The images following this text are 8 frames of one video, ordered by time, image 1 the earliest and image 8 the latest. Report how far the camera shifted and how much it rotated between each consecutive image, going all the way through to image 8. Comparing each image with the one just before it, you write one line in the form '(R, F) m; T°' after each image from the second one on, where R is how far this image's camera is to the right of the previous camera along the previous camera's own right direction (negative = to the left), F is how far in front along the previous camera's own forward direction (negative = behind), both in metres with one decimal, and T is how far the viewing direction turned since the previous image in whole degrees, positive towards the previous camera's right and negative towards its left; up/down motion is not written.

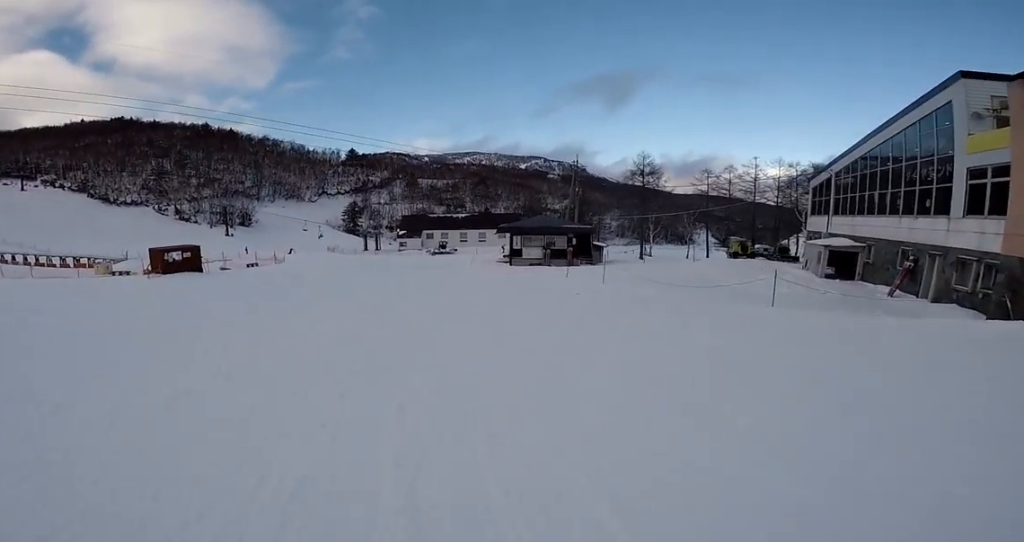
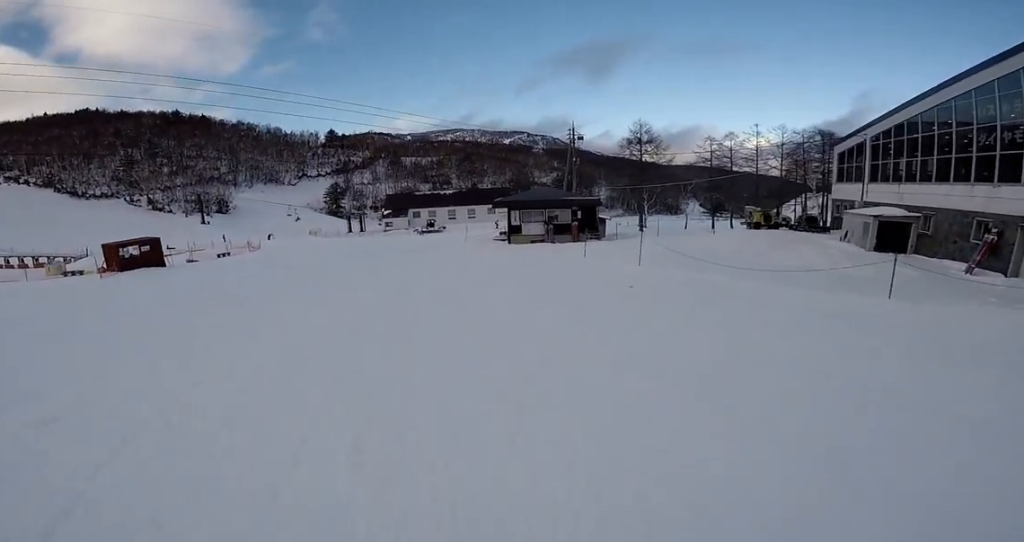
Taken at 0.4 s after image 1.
(+0.4, +3.7) m; 0°
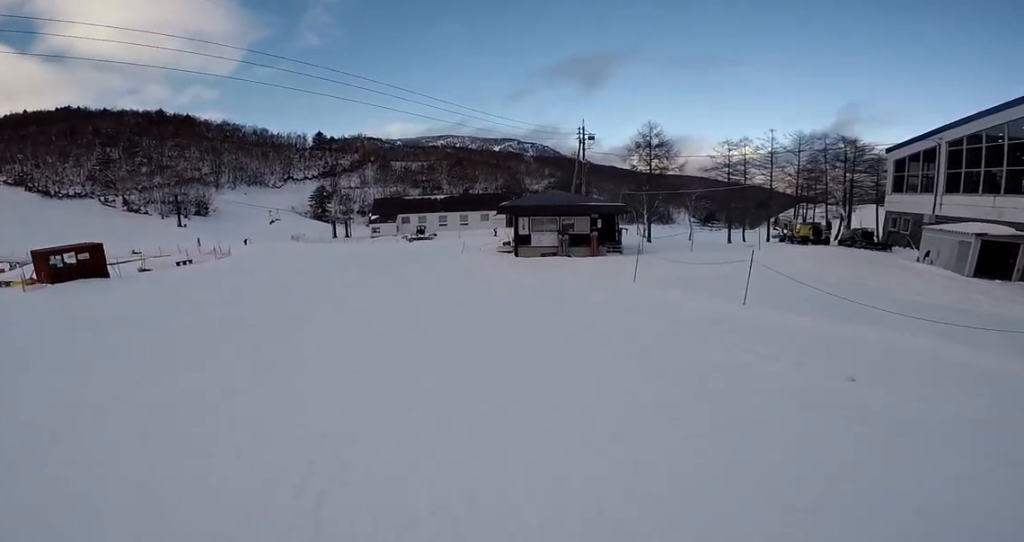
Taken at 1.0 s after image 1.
(-0.6, +5.2) m; -4°
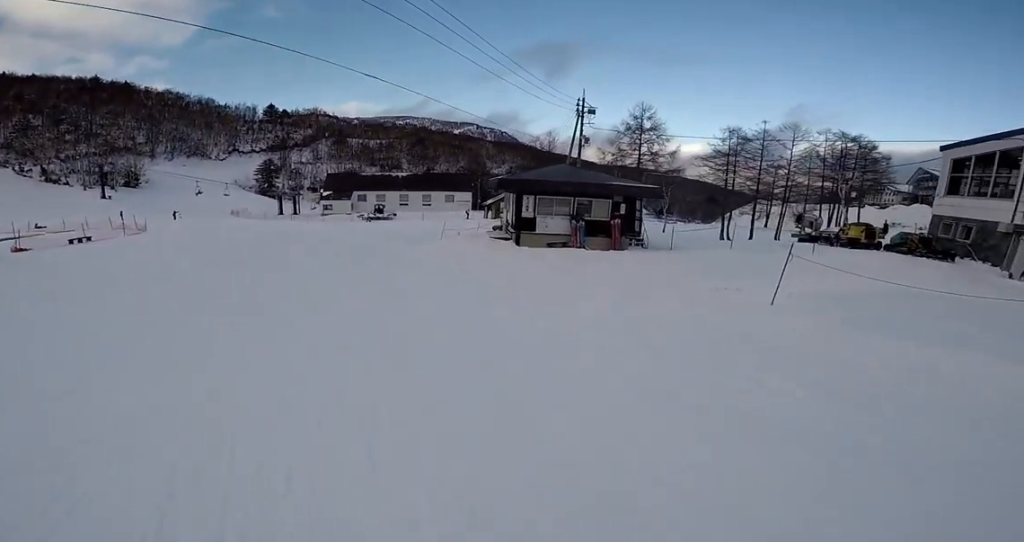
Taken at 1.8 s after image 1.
(-0.3, +6.8) m; 0°
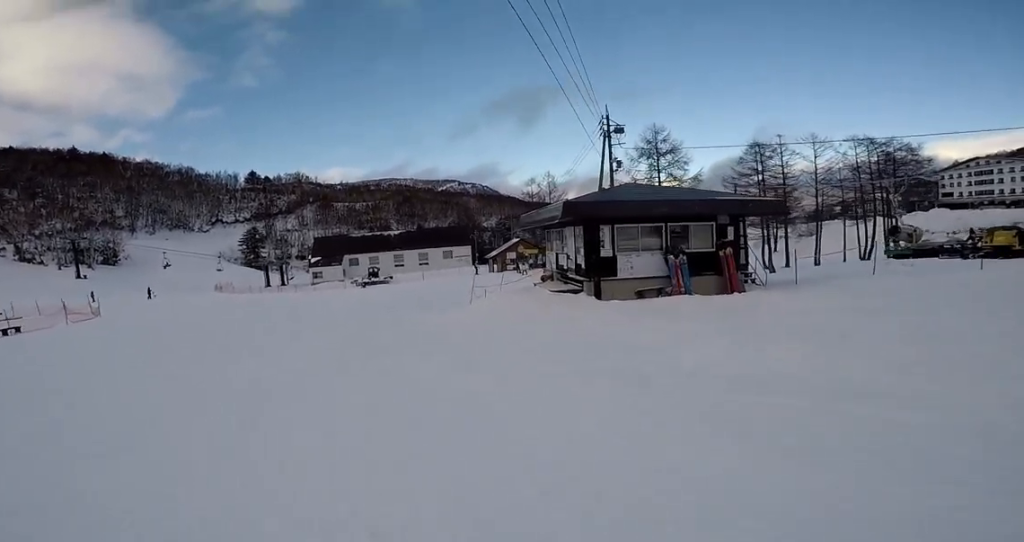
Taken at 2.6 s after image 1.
(+0.1, +6.8) m; +7°
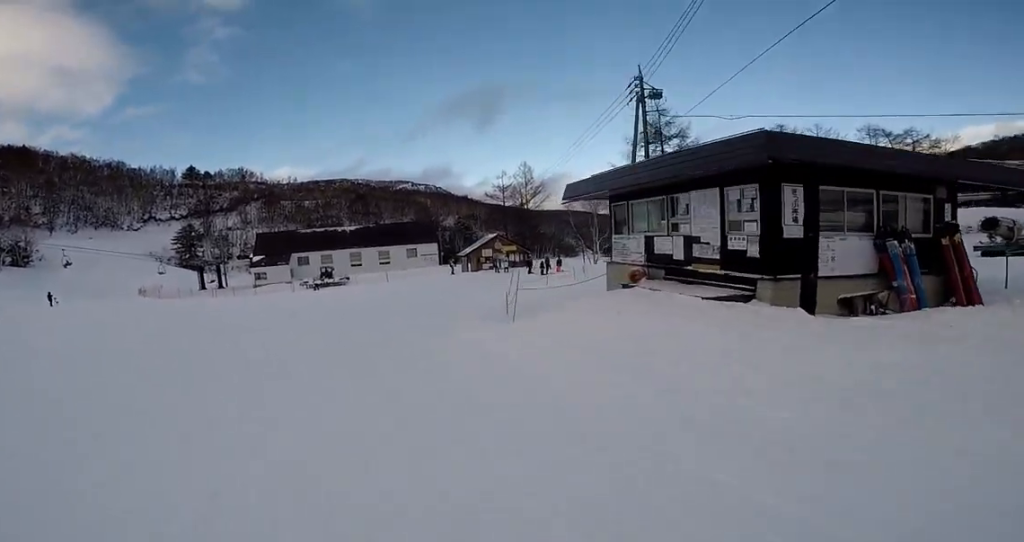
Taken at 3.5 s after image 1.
(+0.8, +7.3) m; +12°
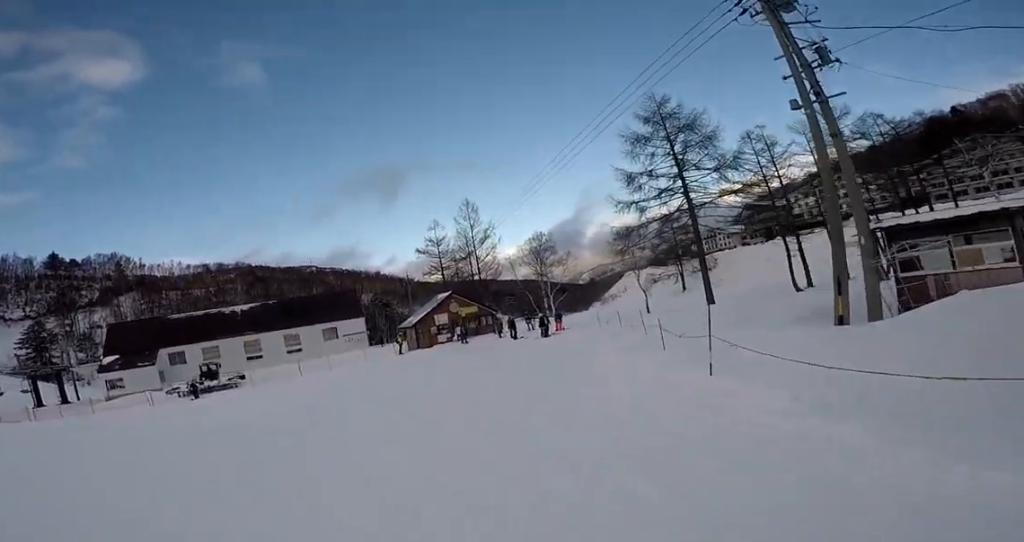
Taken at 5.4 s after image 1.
(+0.4, +14.7) m; +7°
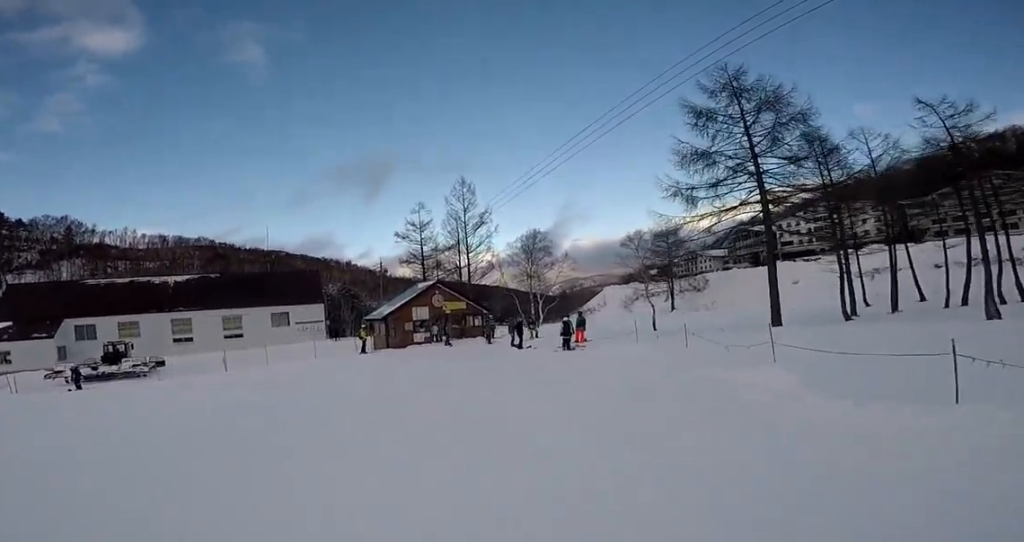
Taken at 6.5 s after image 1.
(+1.5, +7.4) m; +17°
